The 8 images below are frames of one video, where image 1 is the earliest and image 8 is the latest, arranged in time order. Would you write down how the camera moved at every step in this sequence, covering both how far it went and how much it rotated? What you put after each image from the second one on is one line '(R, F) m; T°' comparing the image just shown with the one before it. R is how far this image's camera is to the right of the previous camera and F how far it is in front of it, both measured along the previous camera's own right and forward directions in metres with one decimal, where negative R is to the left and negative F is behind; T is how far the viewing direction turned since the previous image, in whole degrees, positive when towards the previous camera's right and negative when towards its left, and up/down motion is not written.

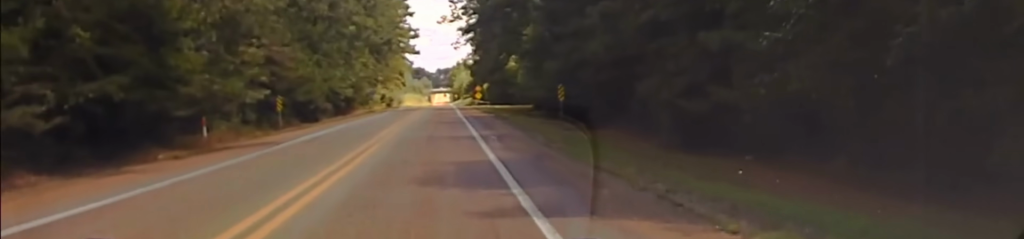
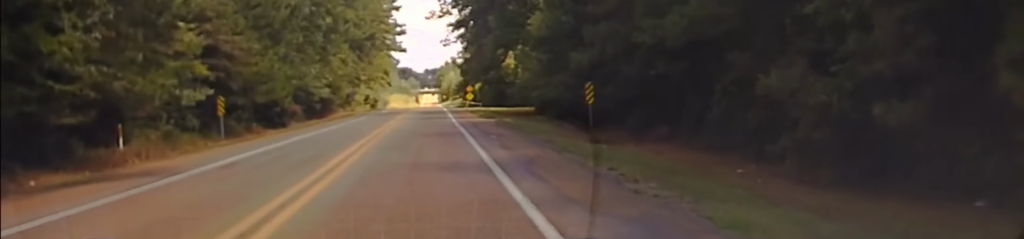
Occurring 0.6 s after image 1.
(0.0, +11.4) m; +1°
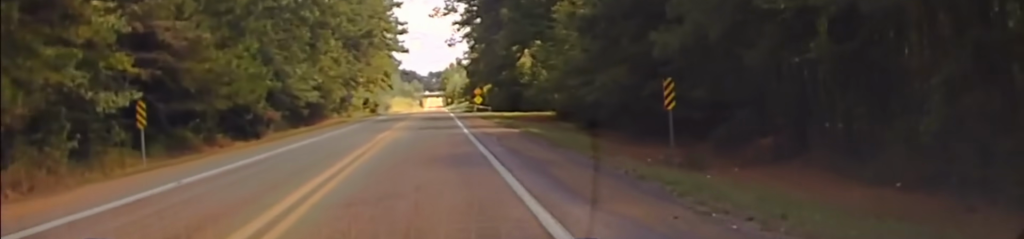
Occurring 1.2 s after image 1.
(+0.2, +12.2) m; +1°
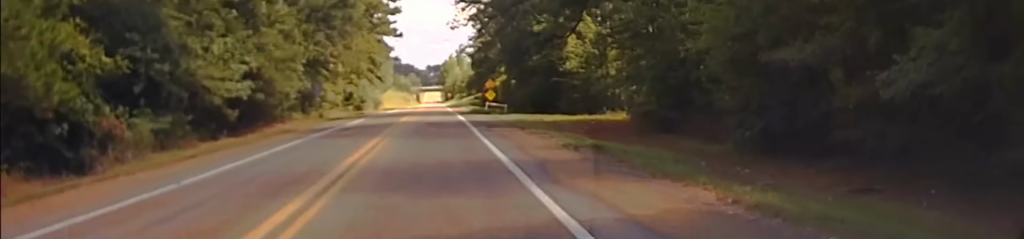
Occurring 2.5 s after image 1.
(+0.3, +29.4) m; 0°
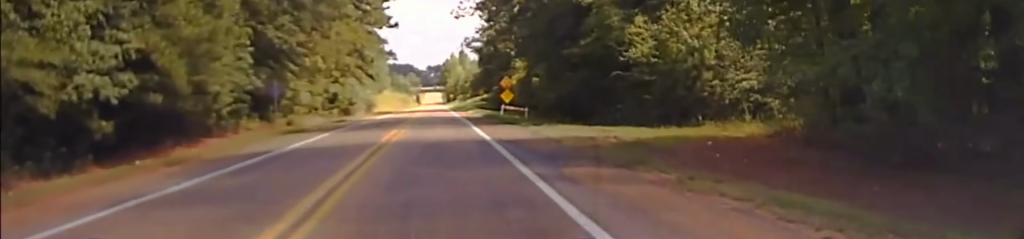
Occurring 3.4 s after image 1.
(-0.5, +20.9) m; 0°
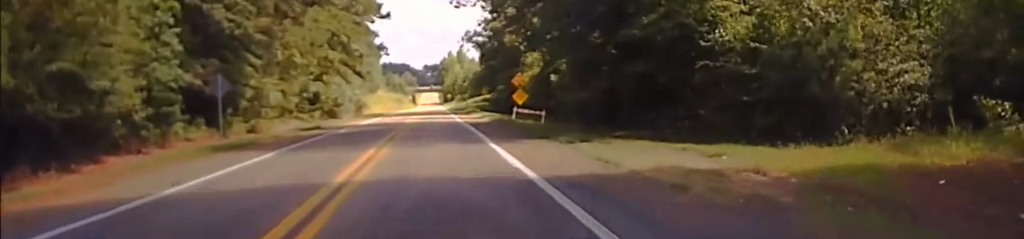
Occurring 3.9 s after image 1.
(+0.2, +14.3) m; 0°
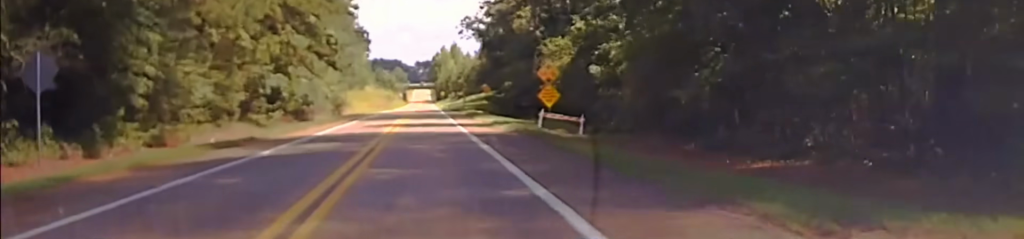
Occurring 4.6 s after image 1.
(+0.2, +19.3) m; 0°
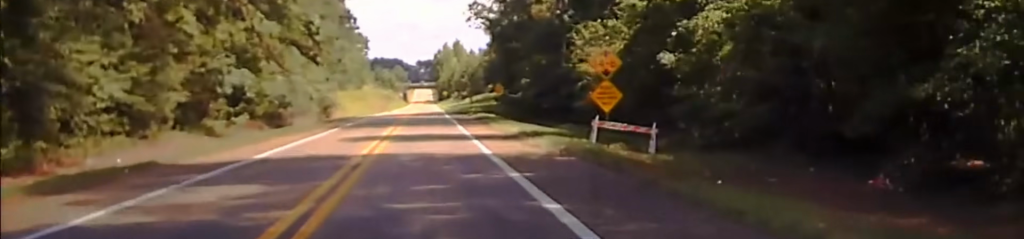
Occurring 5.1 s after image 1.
(-0.3, +14.5) m; 0°
